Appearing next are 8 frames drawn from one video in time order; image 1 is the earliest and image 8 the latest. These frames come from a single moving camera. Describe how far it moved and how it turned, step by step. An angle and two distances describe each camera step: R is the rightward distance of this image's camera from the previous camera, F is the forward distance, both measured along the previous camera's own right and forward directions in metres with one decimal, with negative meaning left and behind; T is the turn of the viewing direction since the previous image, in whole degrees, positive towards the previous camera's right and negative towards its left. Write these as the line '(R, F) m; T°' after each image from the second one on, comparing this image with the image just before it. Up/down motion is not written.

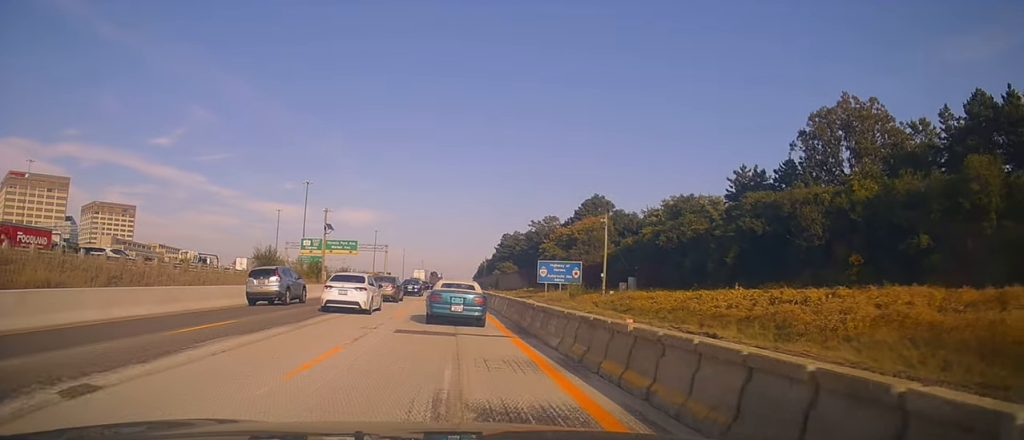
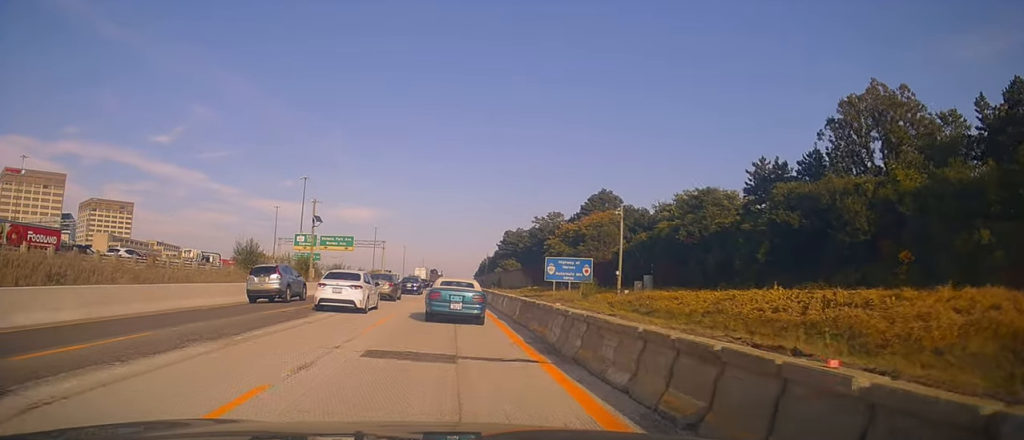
(0.0, +4.6) m; -2°
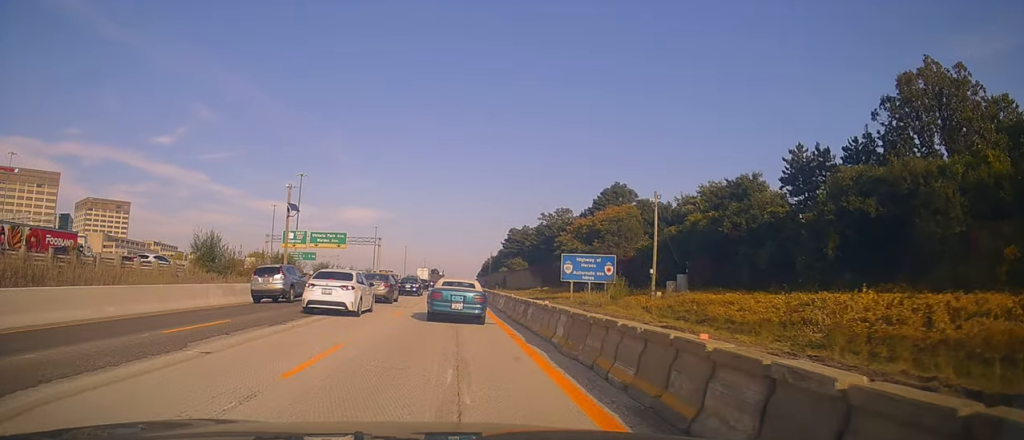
(-0.3, +7.9) m; -4°
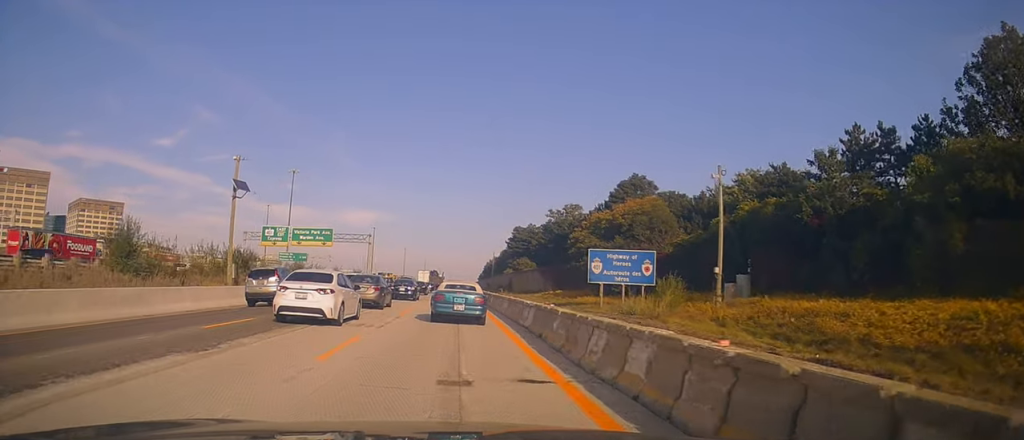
(-0.4, +10.5) m; -2°
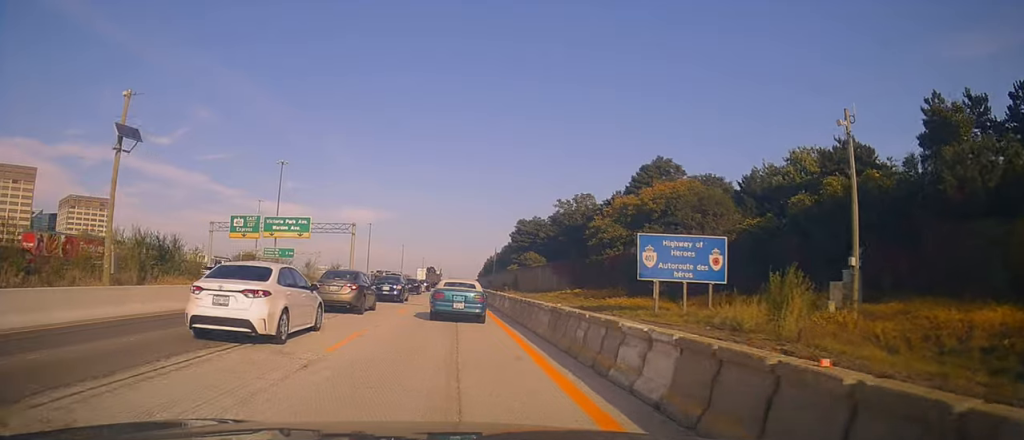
(0.0, +10.9) m; 0°
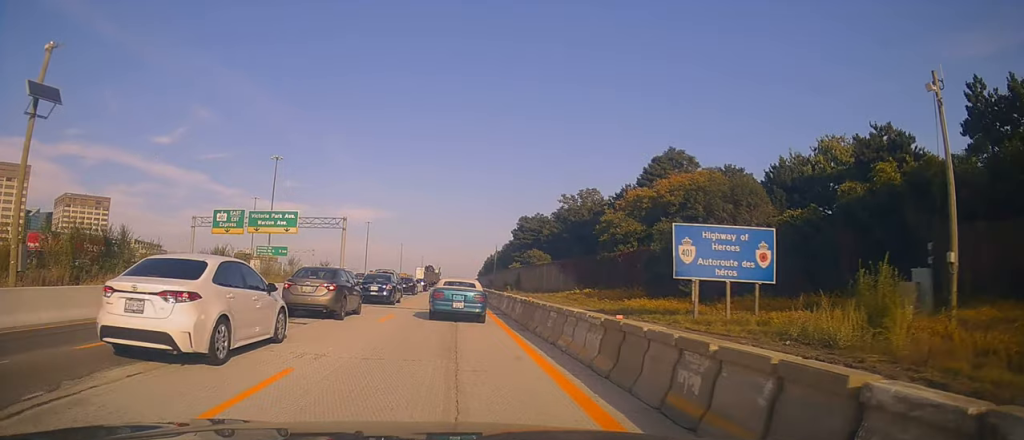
(0.0, +5.0) m; 0°
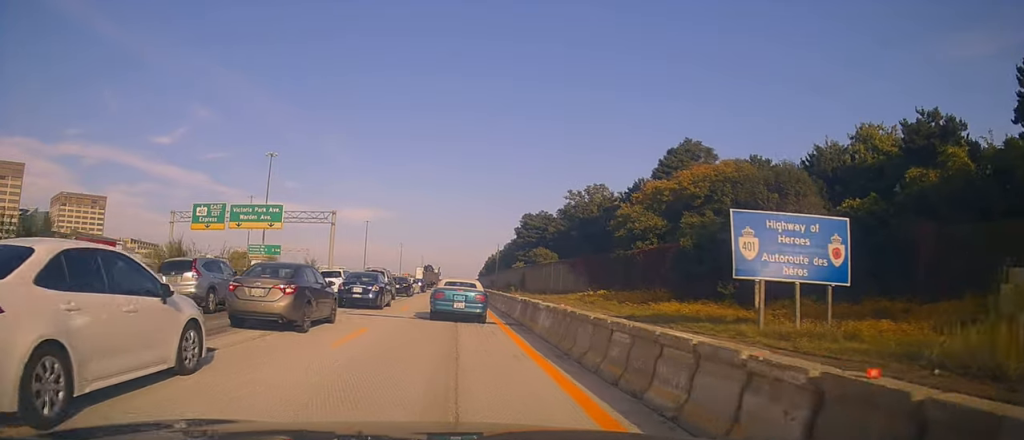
(0.0, +5.7) m; +1°
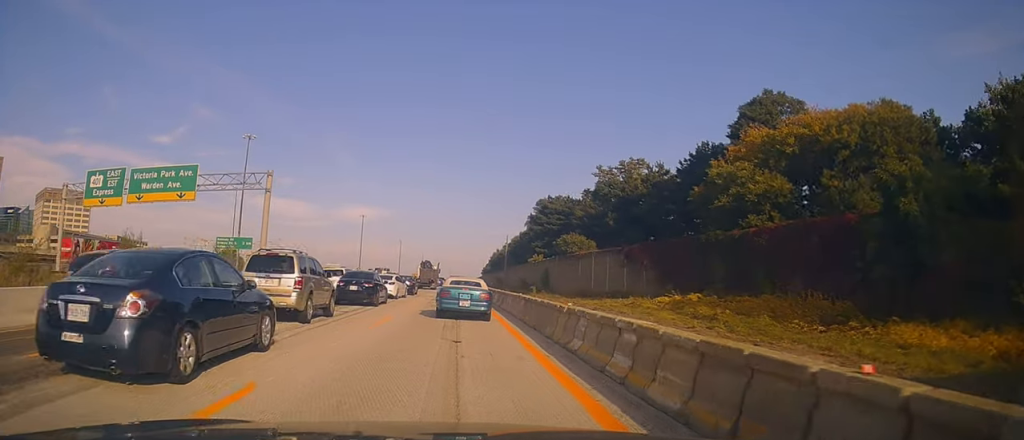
(+0.7, +21.1) m; 0°
